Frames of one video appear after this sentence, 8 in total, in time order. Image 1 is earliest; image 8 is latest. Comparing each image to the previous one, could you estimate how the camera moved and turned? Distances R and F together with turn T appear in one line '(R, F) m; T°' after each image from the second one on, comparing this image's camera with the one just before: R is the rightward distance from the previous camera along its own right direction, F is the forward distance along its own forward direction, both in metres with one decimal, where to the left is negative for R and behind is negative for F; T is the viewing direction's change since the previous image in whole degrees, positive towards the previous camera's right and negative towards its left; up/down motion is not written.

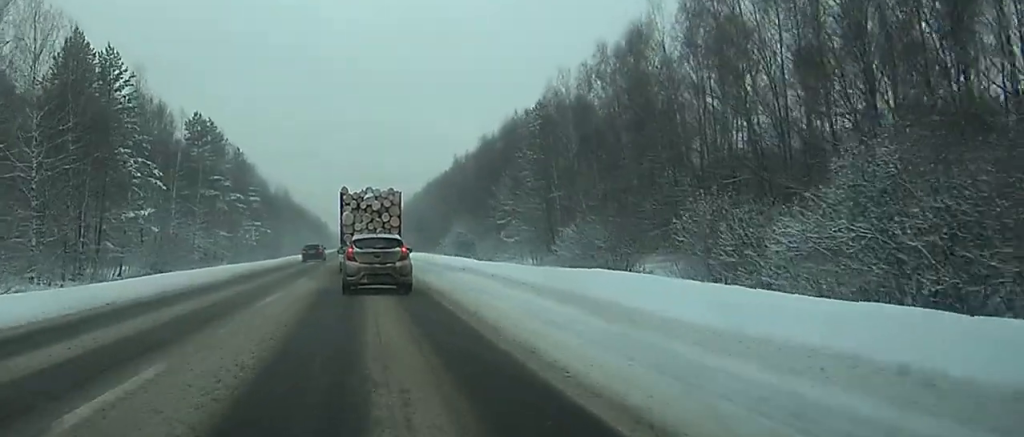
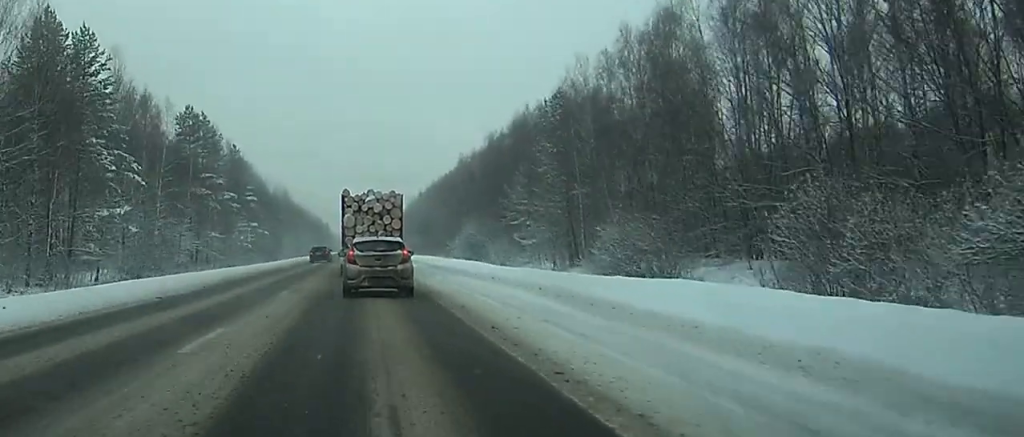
(-1.4, +7.9) m; -3°
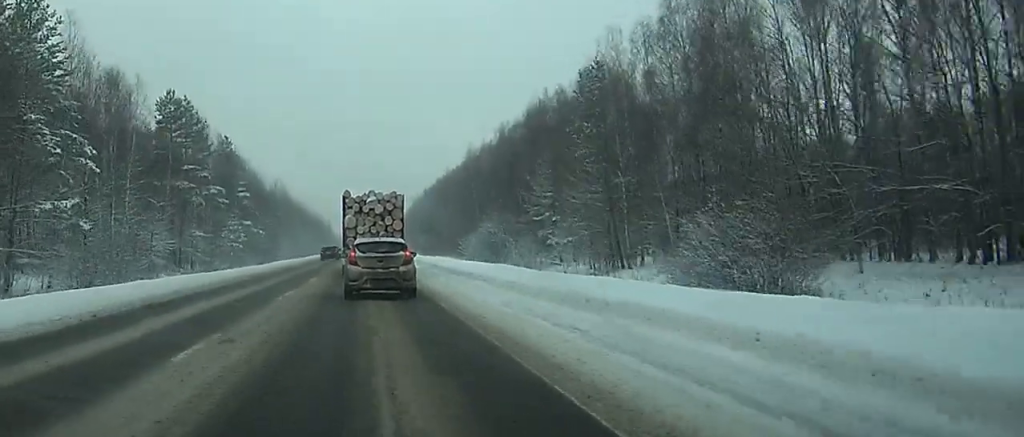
(0.0, +12.2) m; +1°
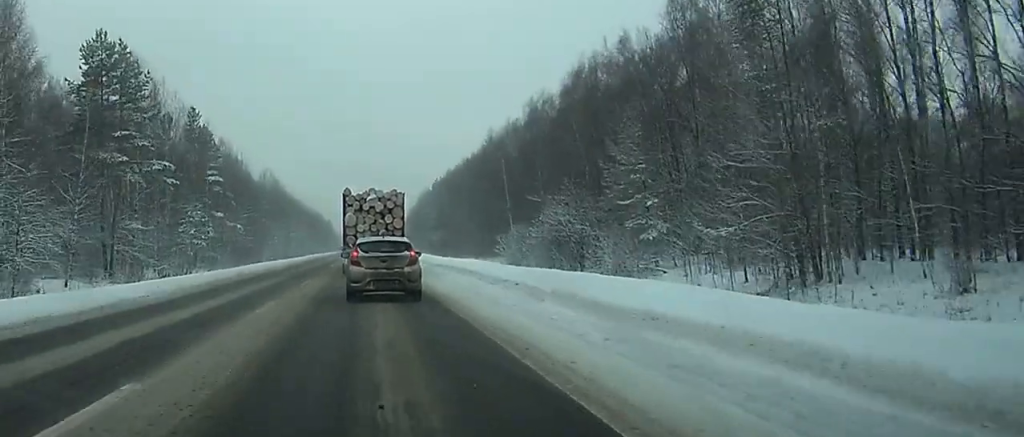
(+1.8, +28.7) m; +3°
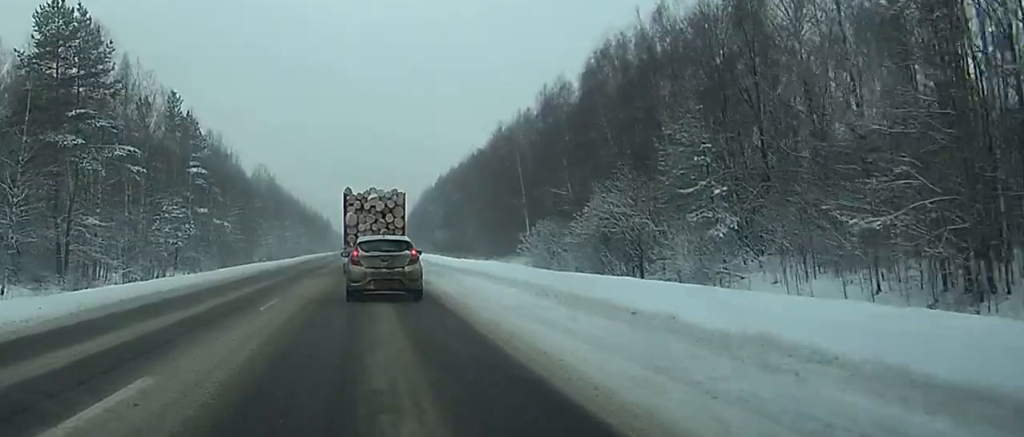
(0.0, +11.6) m; 0°
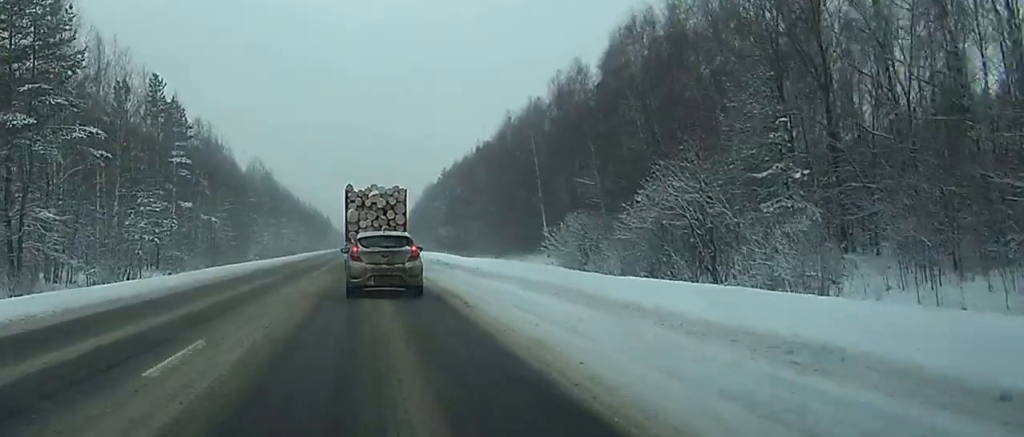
(0.0, +9.1) m; 0°
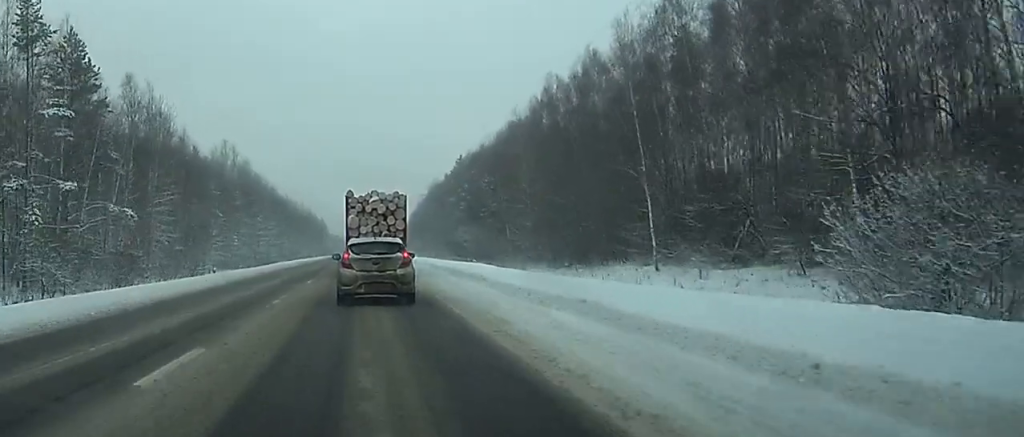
(-0.1, +36.4) m; 0°
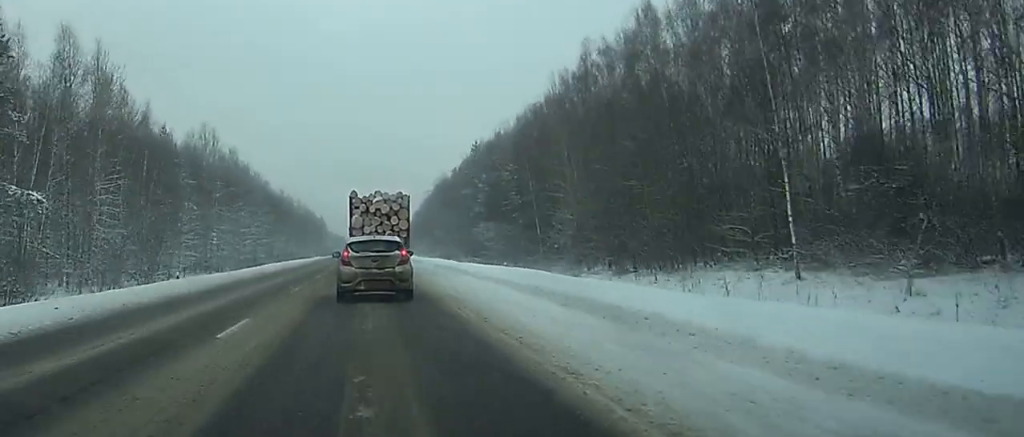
(0.0, +19.9) m; 0°
